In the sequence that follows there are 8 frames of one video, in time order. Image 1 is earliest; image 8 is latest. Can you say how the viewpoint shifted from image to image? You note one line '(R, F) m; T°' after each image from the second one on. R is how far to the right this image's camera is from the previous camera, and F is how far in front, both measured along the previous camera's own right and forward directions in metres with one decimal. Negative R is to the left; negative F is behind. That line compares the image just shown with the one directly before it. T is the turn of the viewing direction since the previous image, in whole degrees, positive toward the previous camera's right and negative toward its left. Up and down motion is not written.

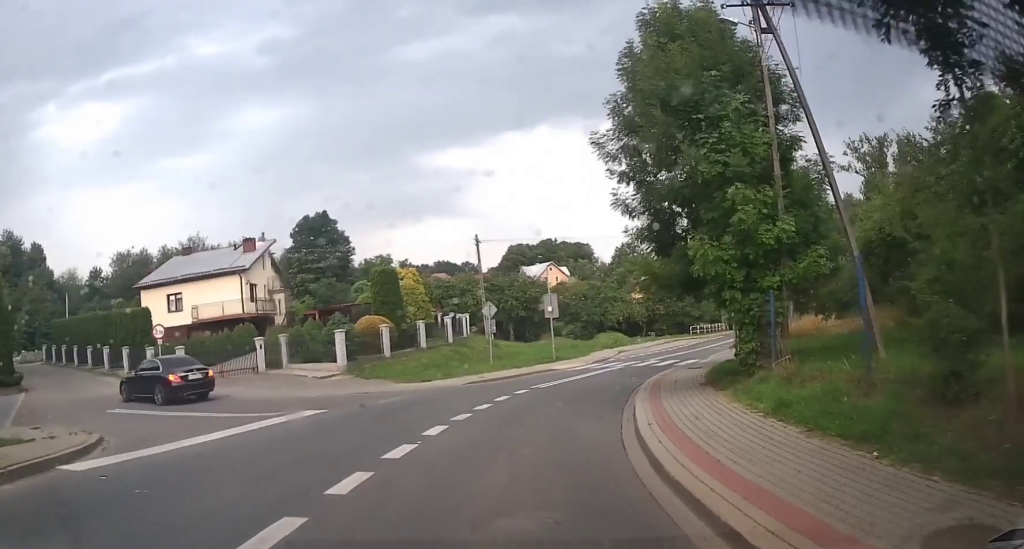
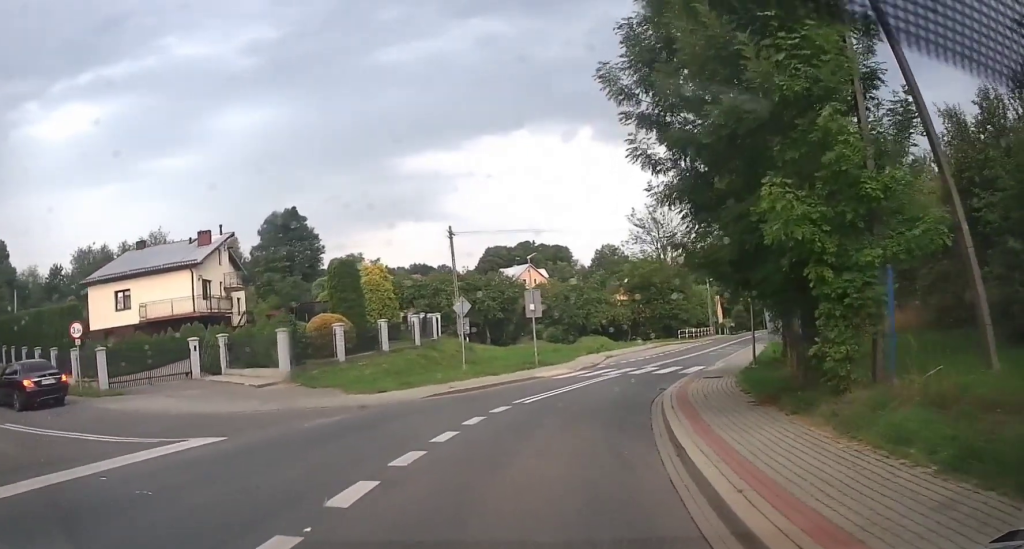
(+0.1, +4.4) m; -1°
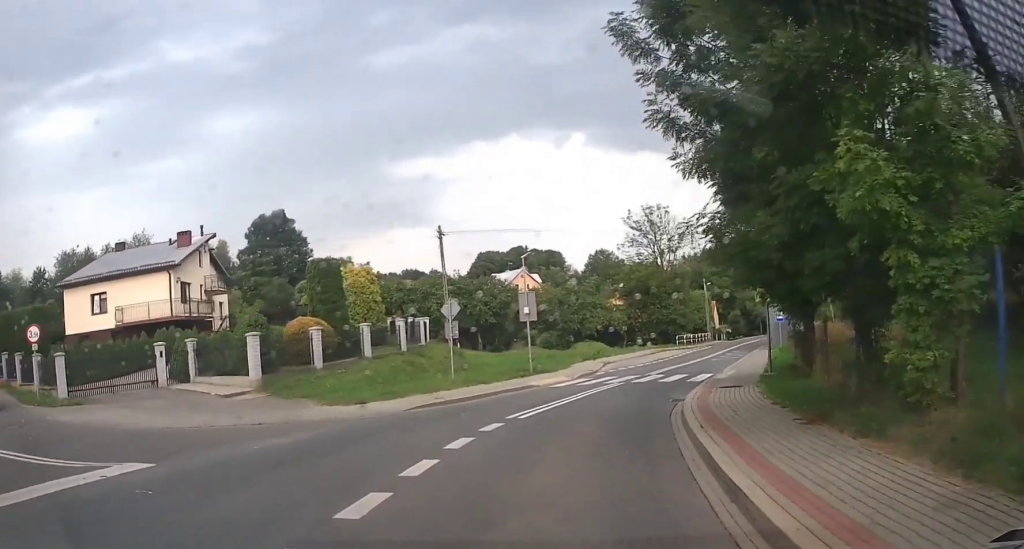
(-0.1, +2.1) m; -5°
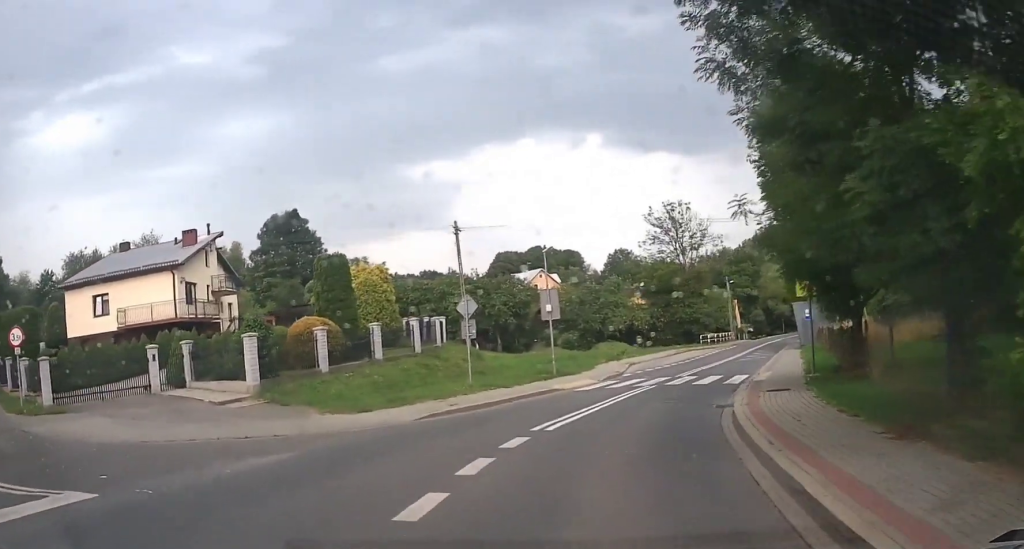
(+0.1, +1.9) m; -5°
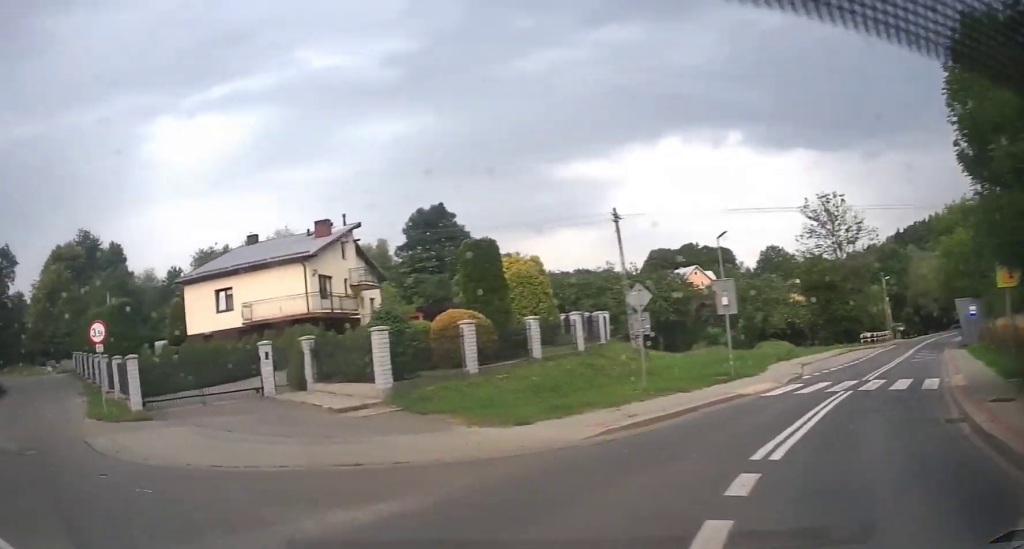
(-0.4, +3.3) m; -16°
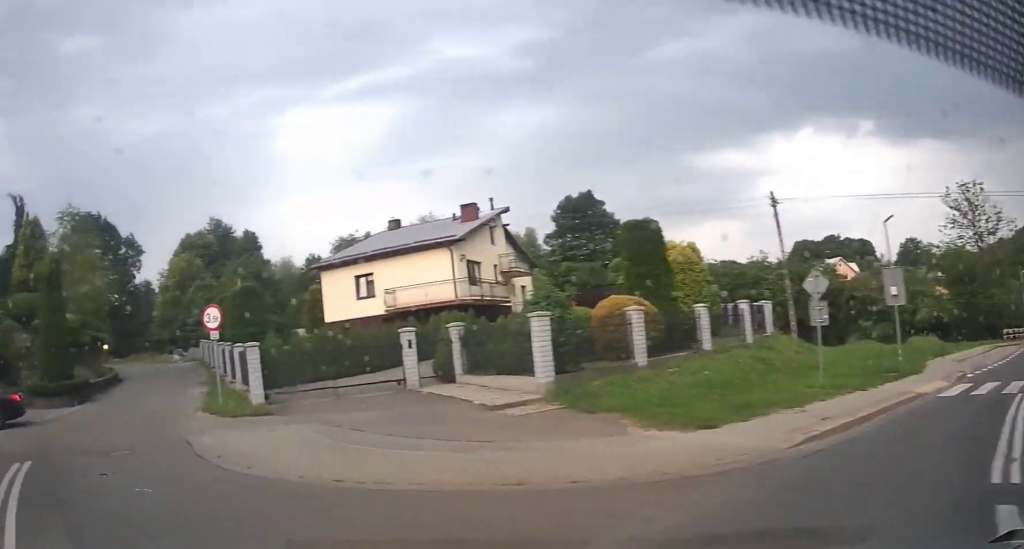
(-0.2, +1.9) m; -8°
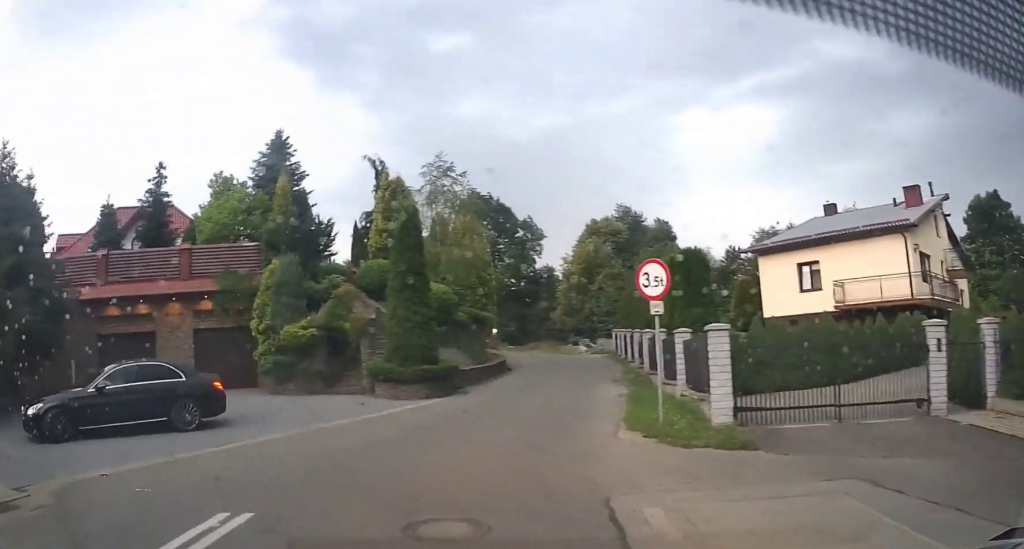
(-1.4, +6.6) m; -17°
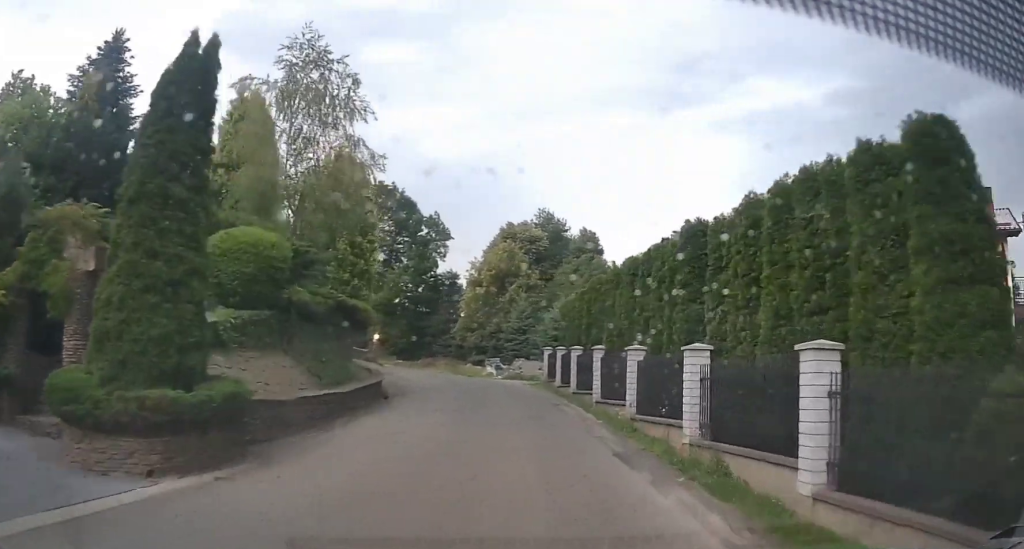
(-1.3, +12.2) m; -9°
